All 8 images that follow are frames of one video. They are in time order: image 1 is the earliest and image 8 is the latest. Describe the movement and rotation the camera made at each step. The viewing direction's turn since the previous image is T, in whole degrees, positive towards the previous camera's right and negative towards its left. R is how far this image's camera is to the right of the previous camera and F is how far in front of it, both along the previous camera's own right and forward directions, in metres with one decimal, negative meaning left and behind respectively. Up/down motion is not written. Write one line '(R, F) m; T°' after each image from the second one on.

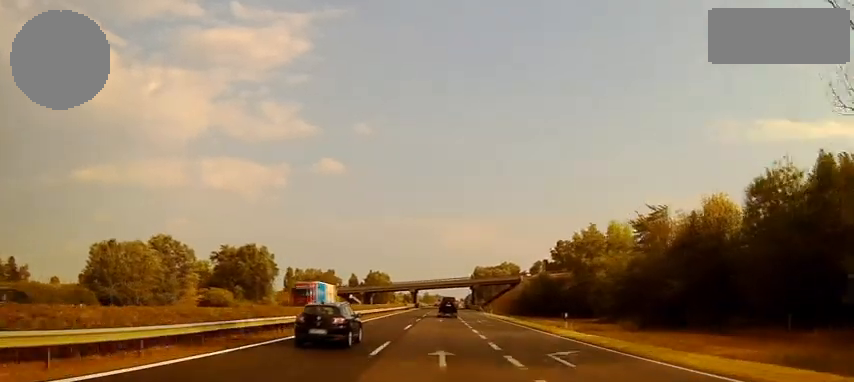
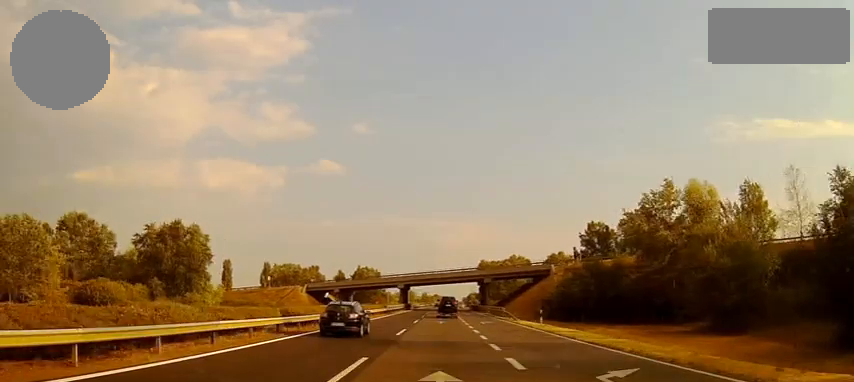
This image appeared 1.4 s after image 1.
(+0.1, +42.9) m; 0°
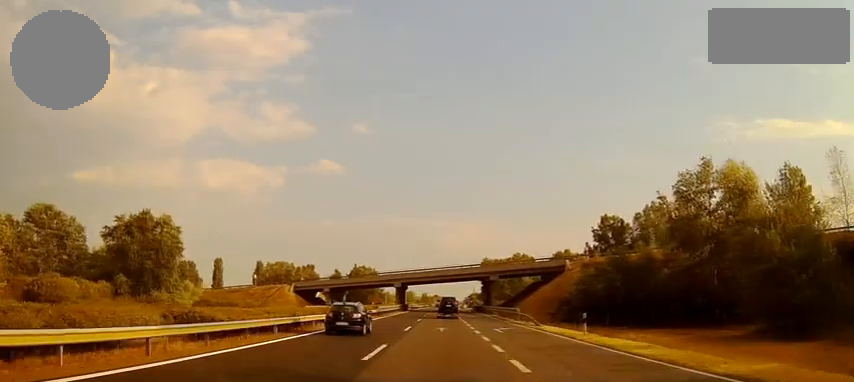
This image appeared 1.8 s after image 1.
(0.0, +12.5) m; 0°
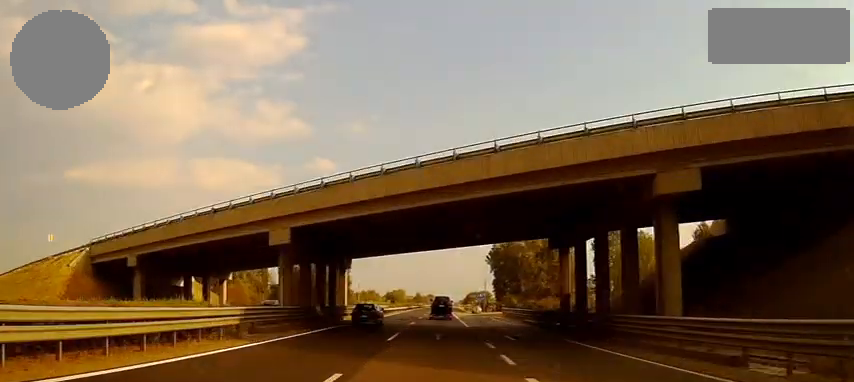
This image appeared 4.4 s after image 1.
(+0.1, +80.1) m; 0°
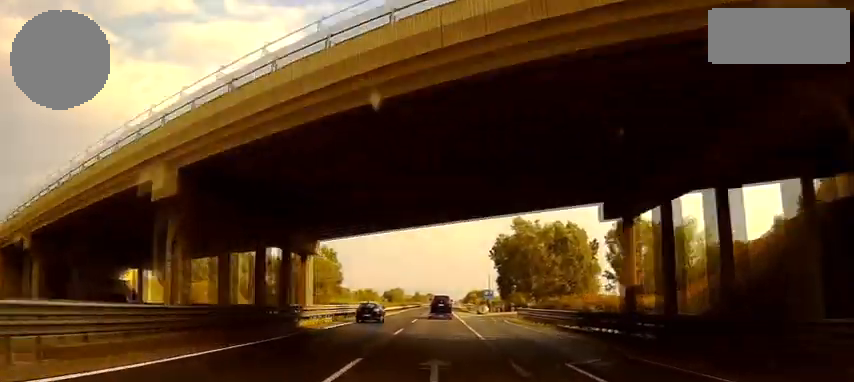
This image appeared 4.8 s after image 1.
(0.0, +14.4) m; 0°
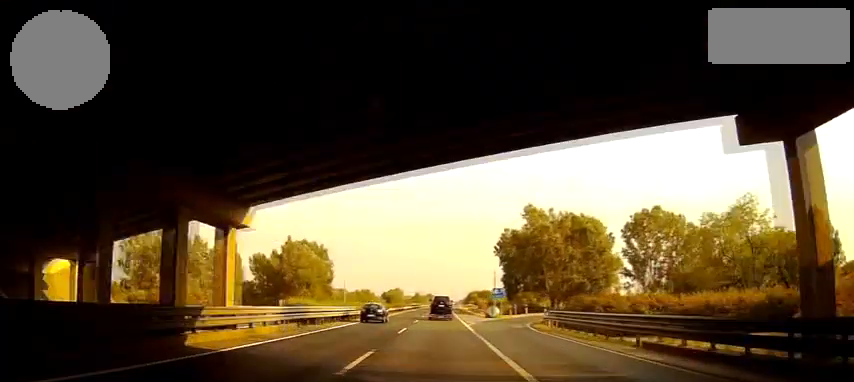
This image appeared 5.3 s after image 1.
(0.0, +14.5) m; 0°
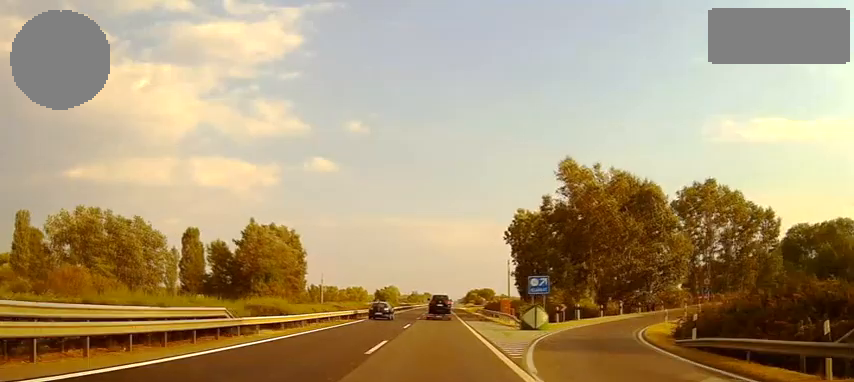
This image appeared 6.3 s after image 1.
(0.0, +30.8) m; 0°
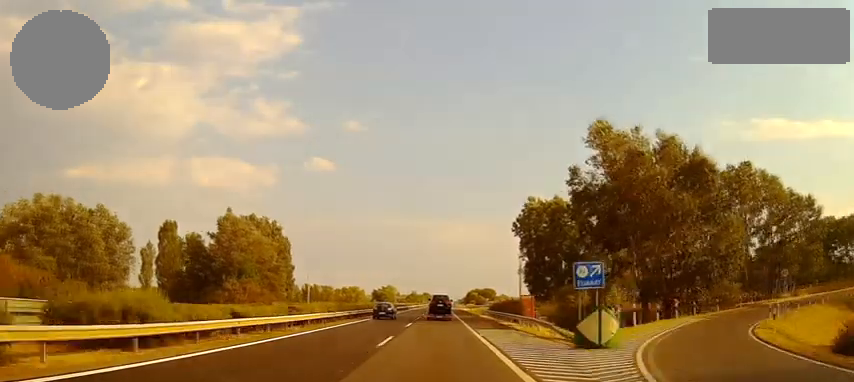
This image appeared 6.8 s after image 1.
(+0.1, +14.4) m; 0°
